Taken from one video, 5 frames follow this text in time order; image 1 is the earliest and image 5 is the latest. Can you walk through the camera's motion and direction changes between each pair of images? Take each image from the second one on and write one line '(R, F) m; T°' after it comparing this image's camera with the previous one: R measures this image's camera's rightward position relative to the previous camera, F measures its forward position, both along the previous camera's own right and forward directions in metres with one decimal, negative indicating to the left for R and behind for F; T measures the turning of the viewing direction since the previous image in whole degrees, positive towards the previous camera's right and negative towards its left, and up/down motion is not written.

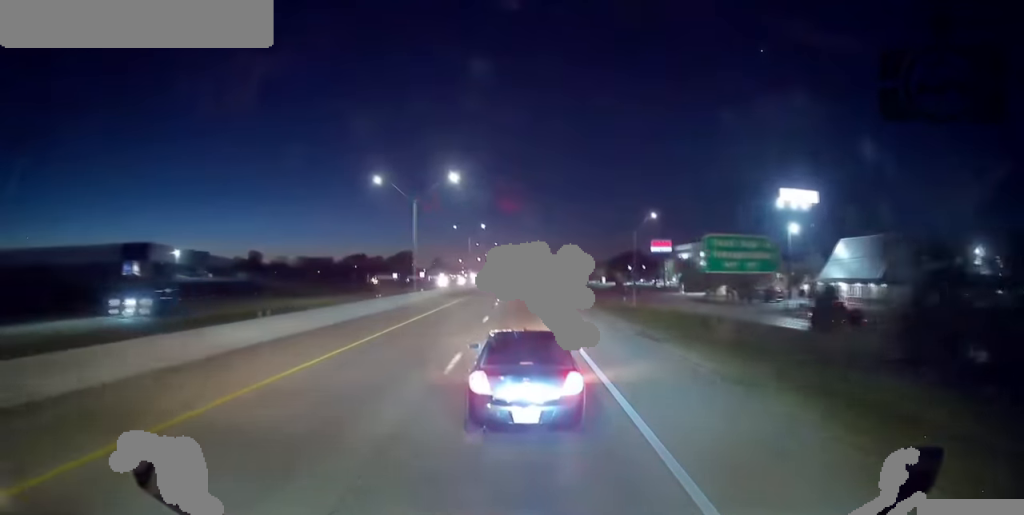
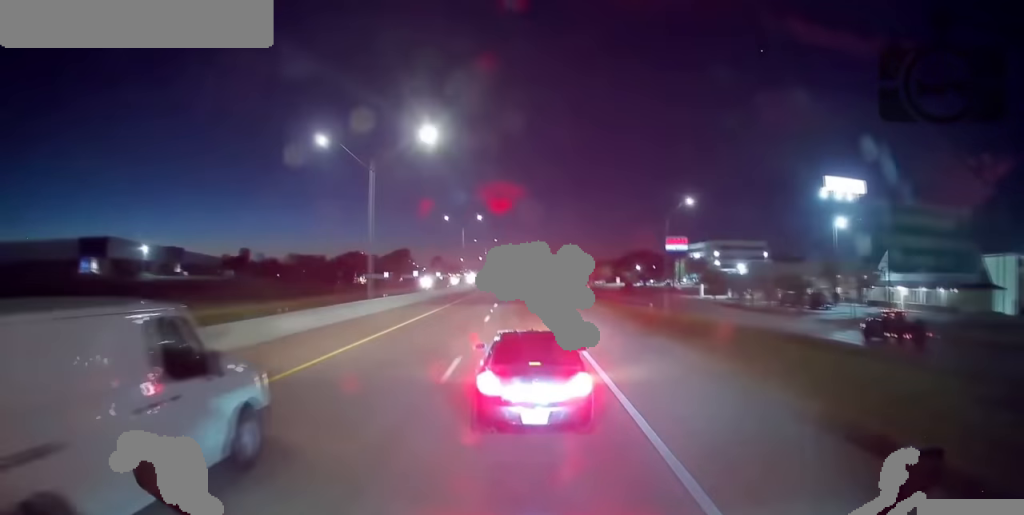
(0.0, +14.8) m; 0°
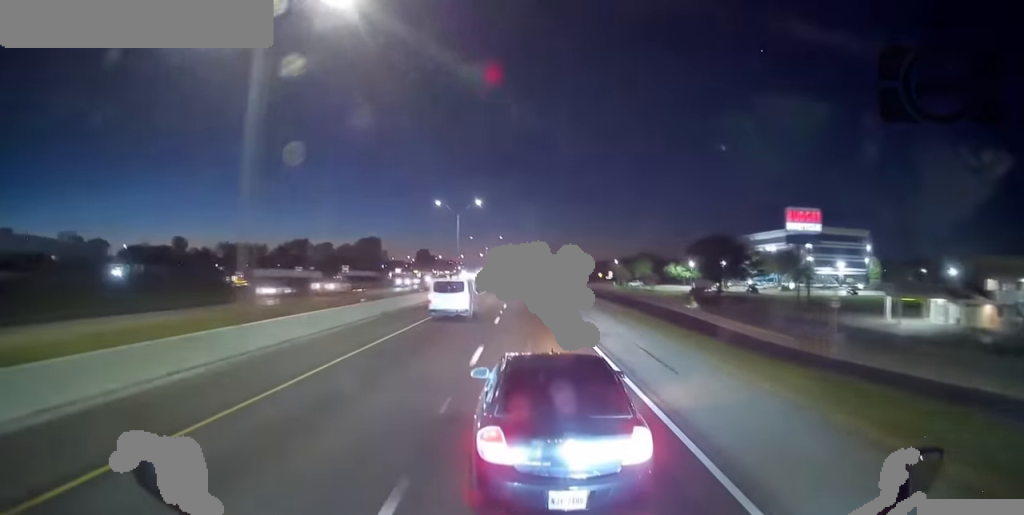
(+0.1, +75.4) m; 0°
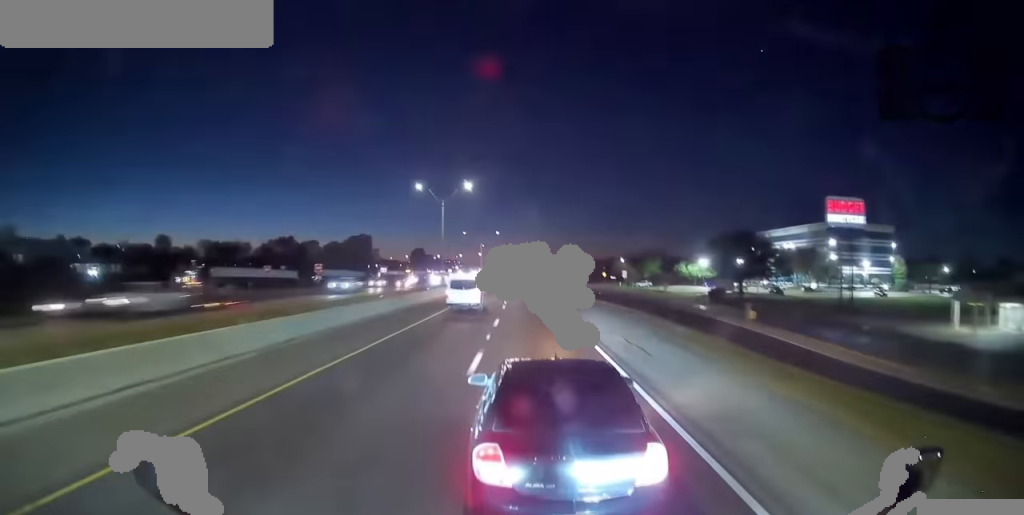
(0.0, +13.4) m; 0°
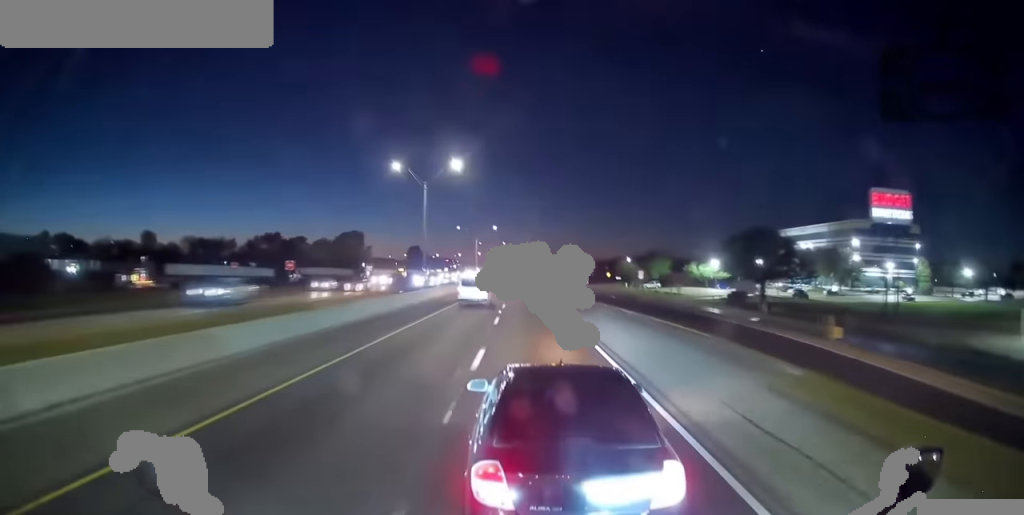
(-0.2, +11.8) m; 0°
